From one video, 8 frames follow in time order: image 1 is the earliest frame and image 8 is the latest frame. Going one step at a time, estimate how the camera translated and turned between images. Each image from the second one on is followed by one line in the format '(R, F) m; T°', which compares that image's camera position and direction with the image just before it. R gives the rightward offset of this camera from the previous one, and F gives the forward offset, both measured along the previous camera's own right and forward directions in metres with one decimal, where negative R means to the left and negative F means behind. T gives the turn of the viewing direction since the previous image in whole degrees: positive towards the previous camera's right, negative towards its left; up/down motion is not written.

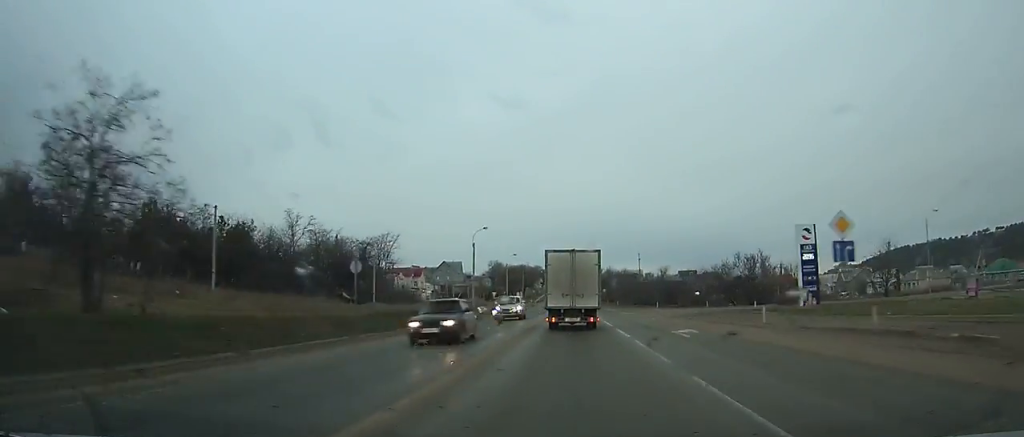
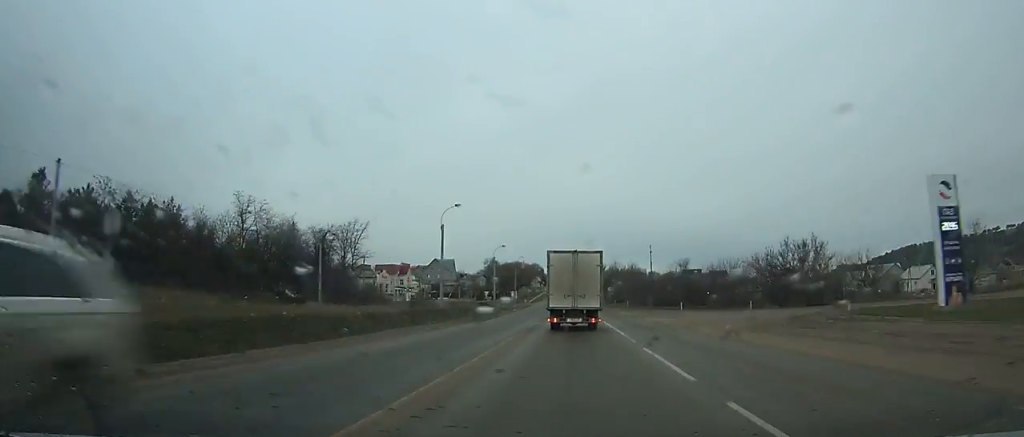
(0.0, +18.0) m; 0°
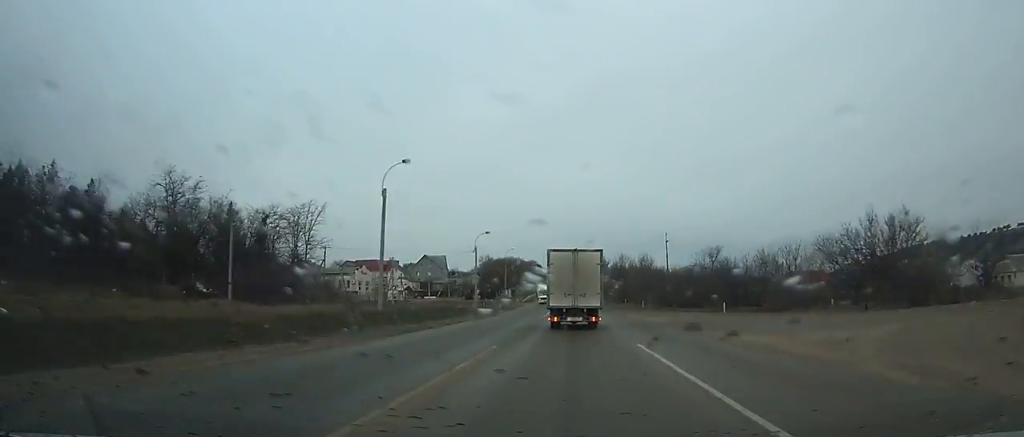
(0.0, +18.0) m; 0°
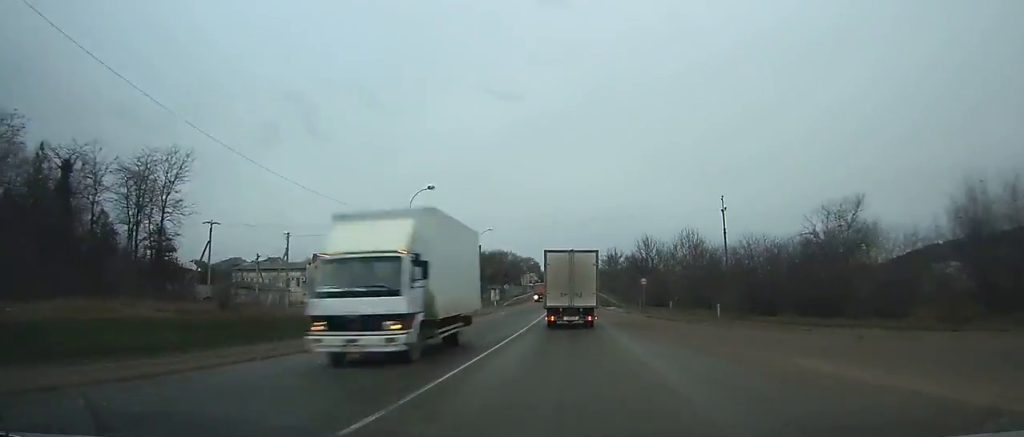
(-0.1, +32.5) m; 0°
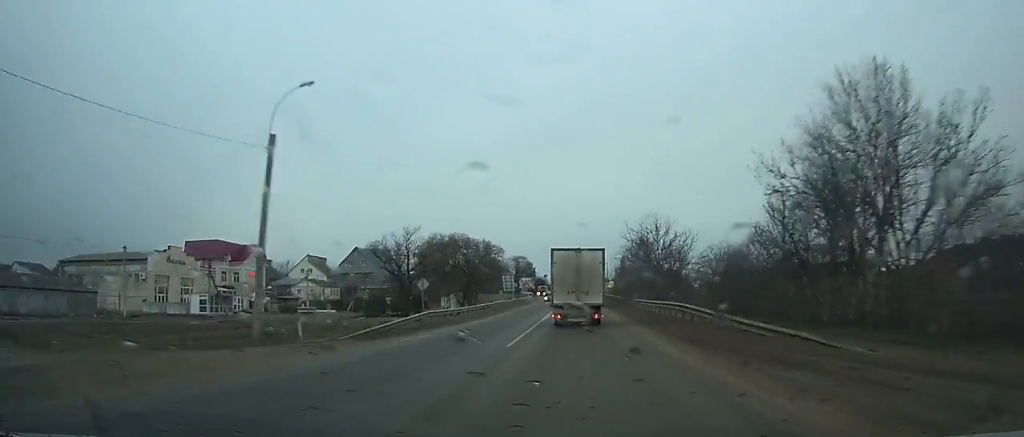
(-0.1, +52.5) m; 0°
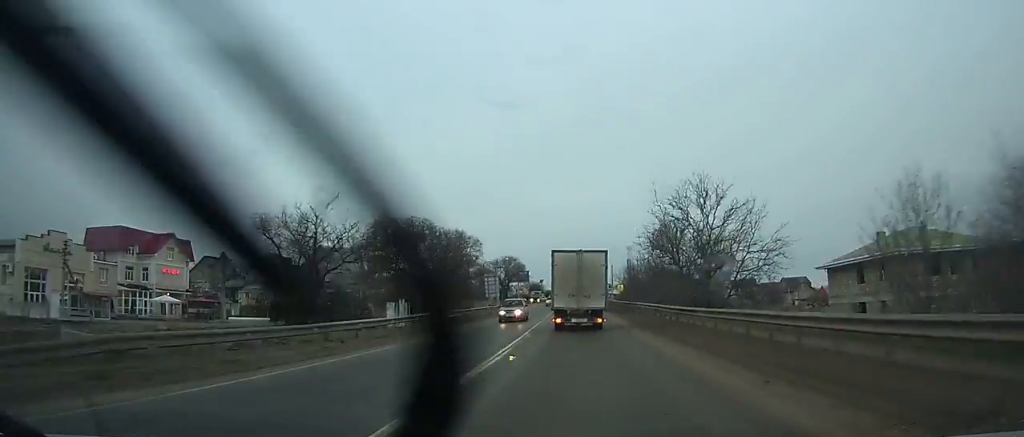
(0.0, +21.6) m; 0°
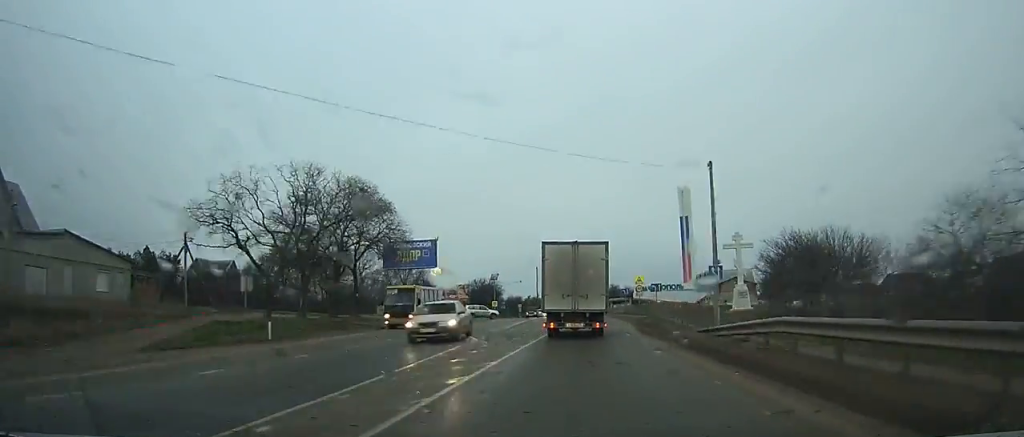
(+0.9, +101.3) m; +2°
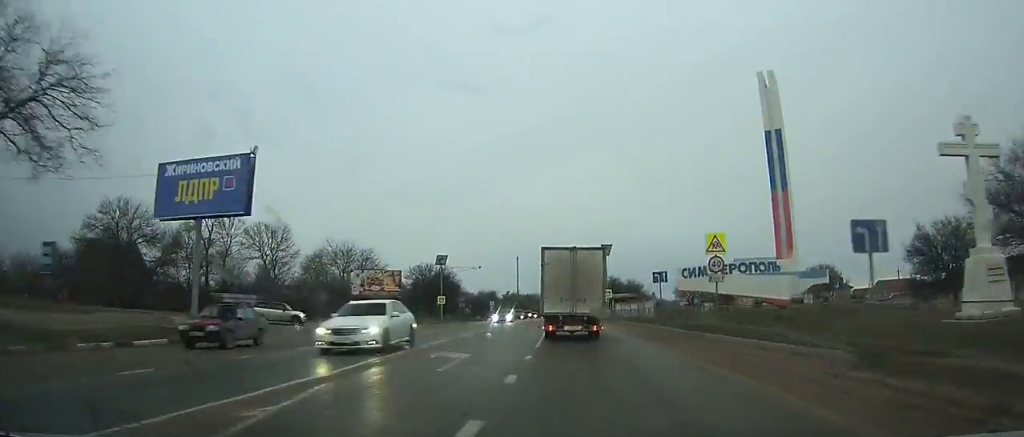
(+0.6, +37.0) m; +1°
